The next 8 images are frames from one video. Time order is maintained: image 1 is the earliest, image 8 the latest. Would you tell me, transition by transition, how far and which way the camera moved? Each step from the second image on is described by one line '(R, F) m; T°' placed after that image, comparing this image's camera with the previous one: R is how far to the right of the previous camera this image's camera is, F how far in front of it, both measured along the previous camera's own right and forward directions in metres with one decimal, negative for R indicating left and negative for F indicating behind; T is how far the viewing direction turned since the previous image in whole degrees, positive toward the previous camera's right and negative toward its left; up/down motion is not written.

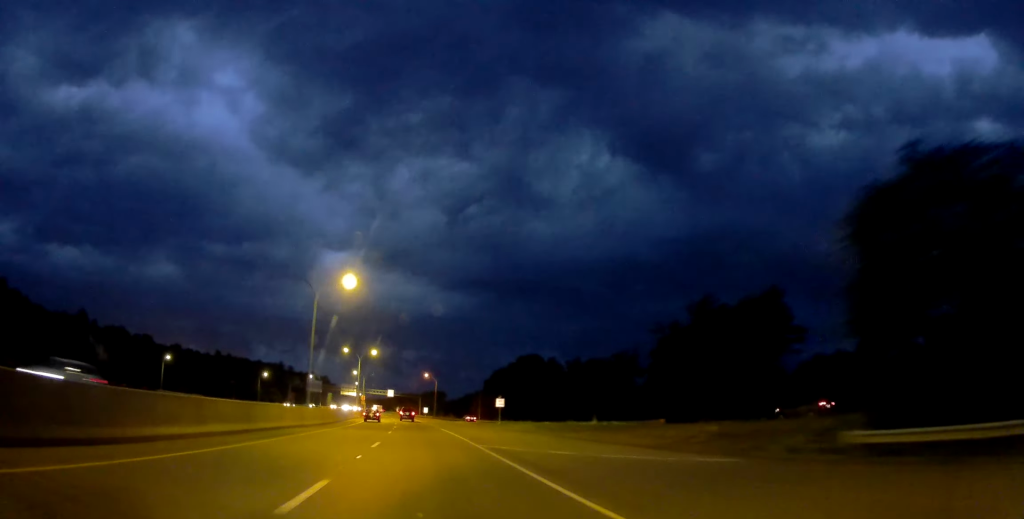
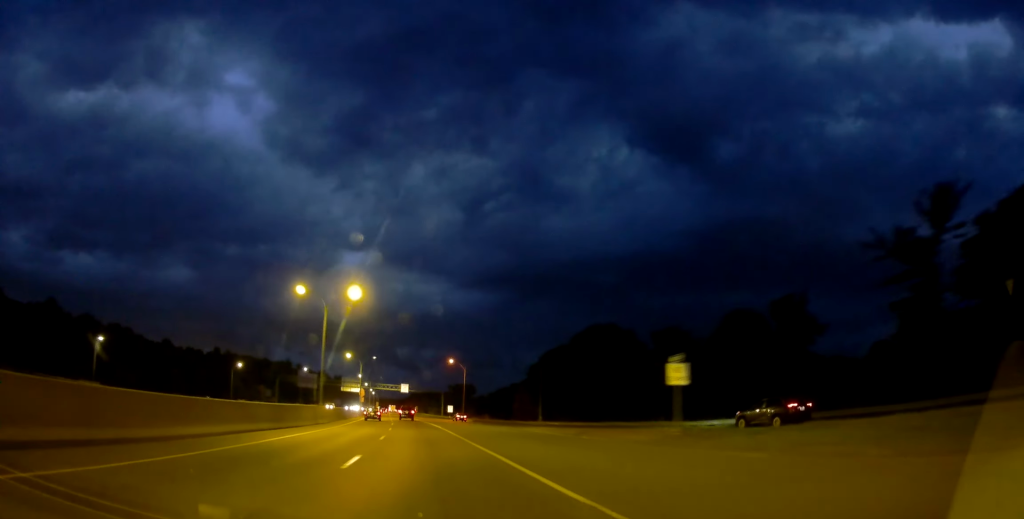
(+0.2, +44.6) m; -1°
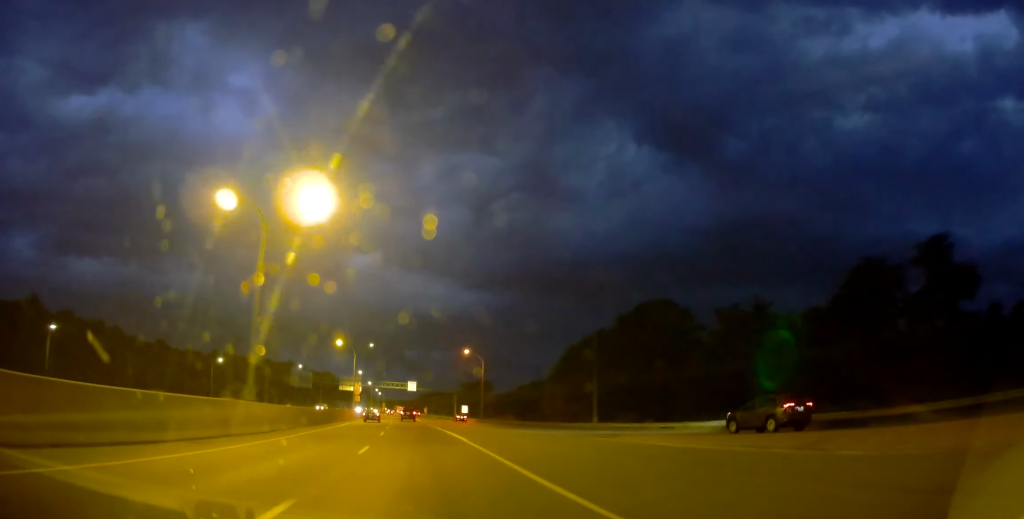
(-0.8, +20.3) m; -2°
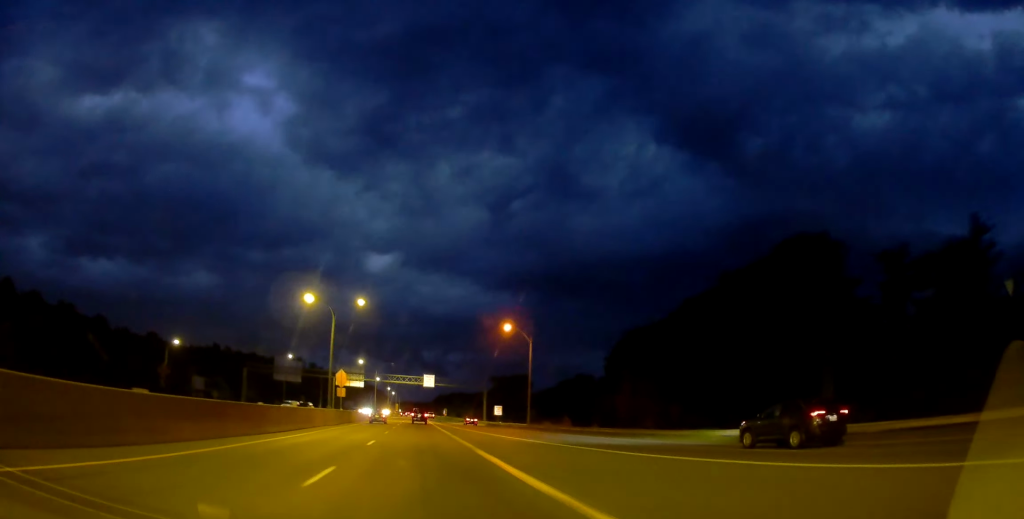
(-0.3, +31.2) m; -2°
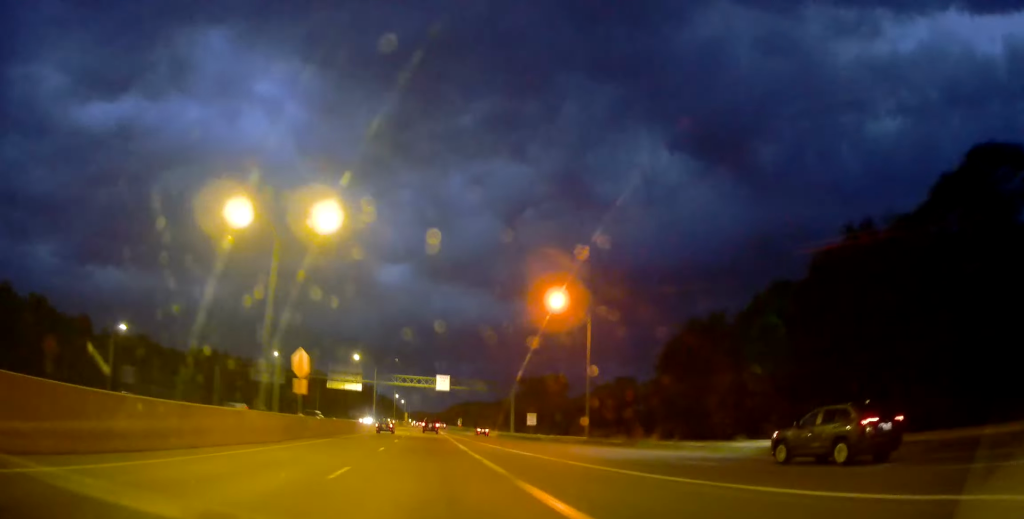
(-0.5, +21.6) m; -1°
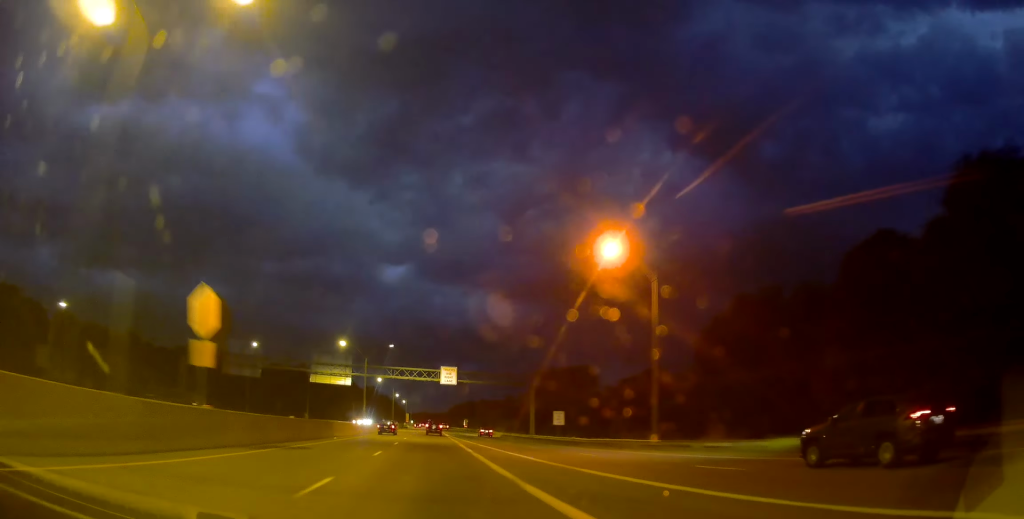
(-0.4, +15.8) m; 0°
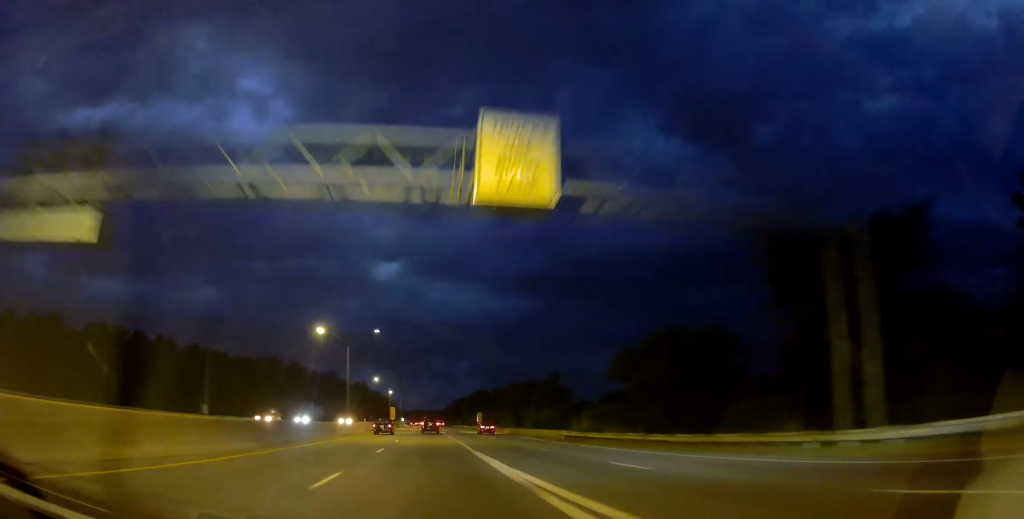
(+0.2, +59.3) m; 0°
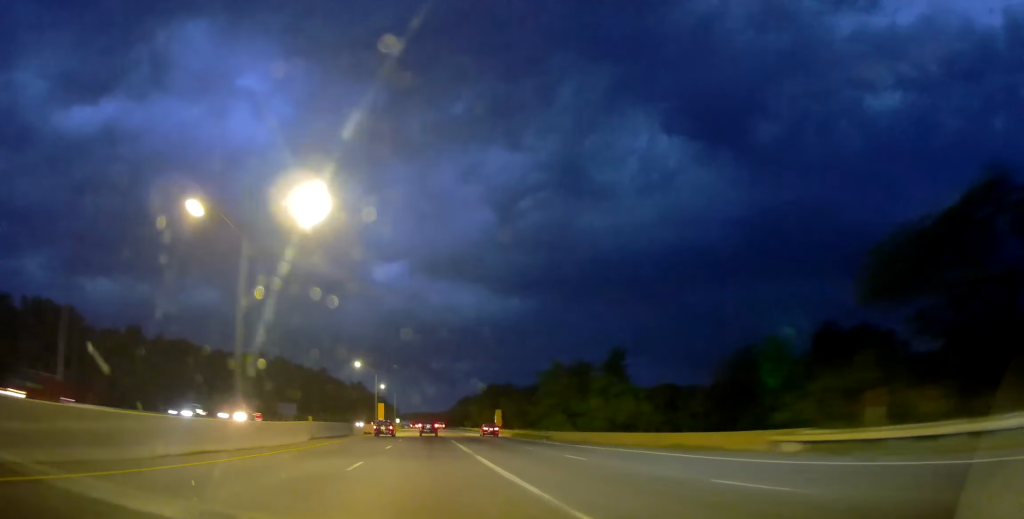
(+0.4, +32.5) m; 0°
